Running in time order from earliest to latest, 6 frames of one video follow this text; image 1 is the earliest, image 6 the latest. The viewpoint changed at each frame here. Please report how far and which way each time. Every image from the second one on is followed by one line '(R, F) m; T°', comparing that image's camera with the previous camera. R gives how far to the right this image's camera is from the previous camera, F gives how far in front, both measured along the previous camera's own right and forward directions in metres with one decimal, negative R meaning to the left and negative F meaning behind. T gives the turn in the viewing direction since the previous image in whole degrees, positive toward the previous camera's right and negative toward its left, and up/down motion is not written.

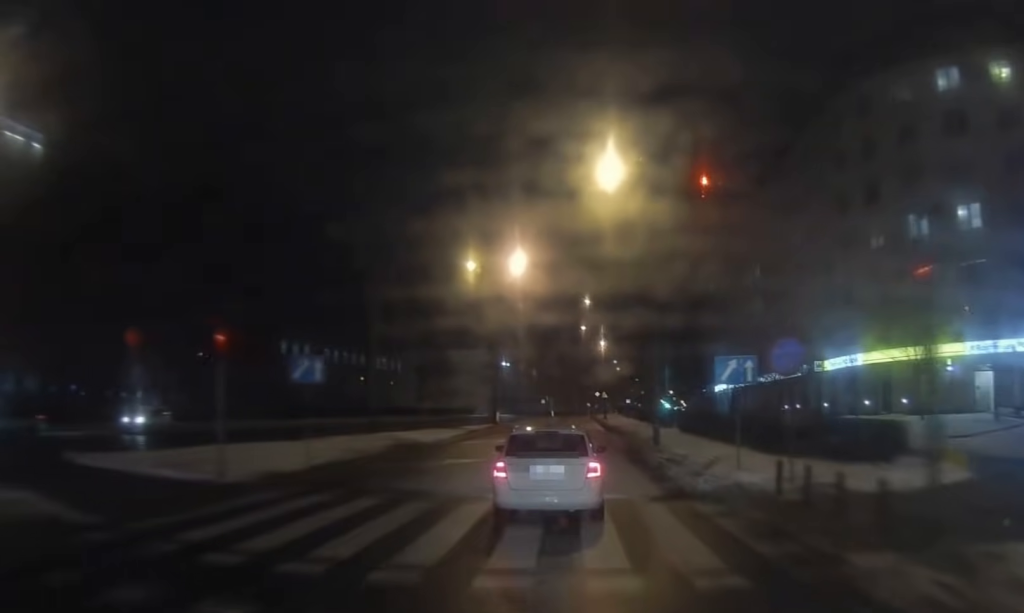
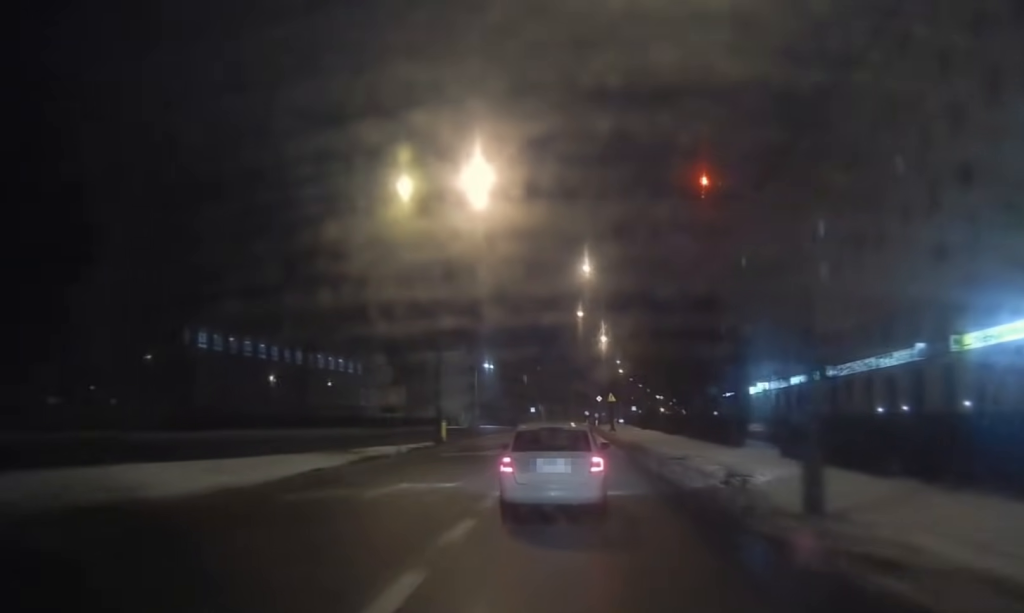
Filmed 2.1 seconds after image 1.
(+0.2, +22.6) m; +1°
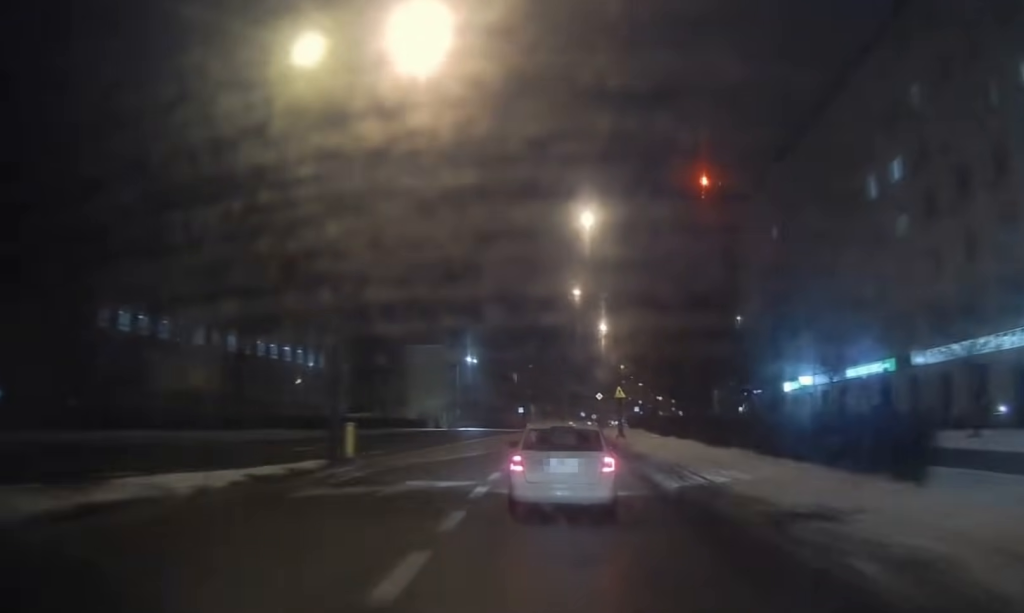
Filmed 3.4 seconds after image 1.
(+0.2, +14.5) m; +2°
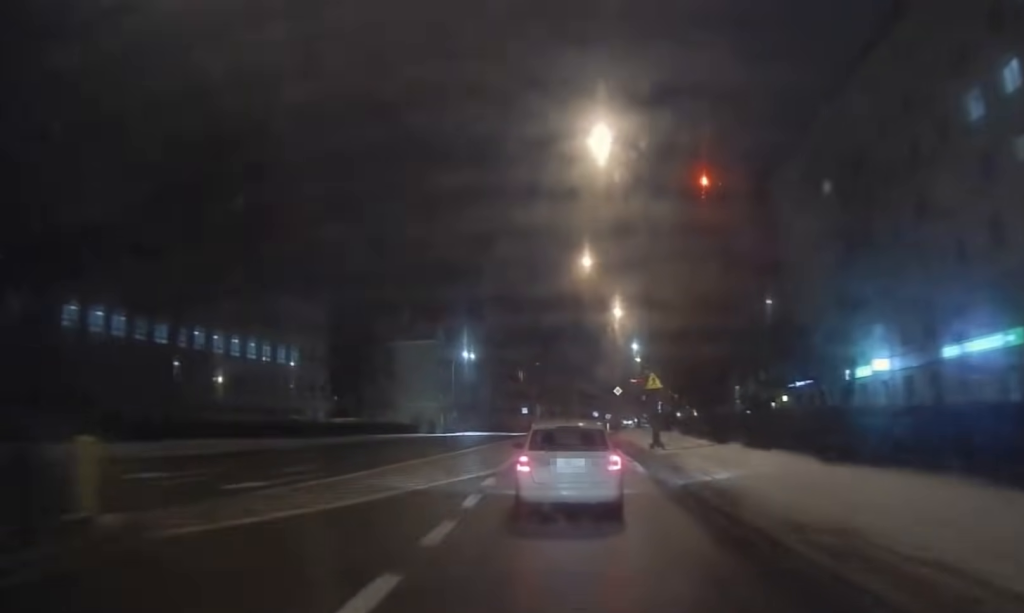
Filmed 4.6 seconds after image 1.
(+0.1, +12.0) m; 0°
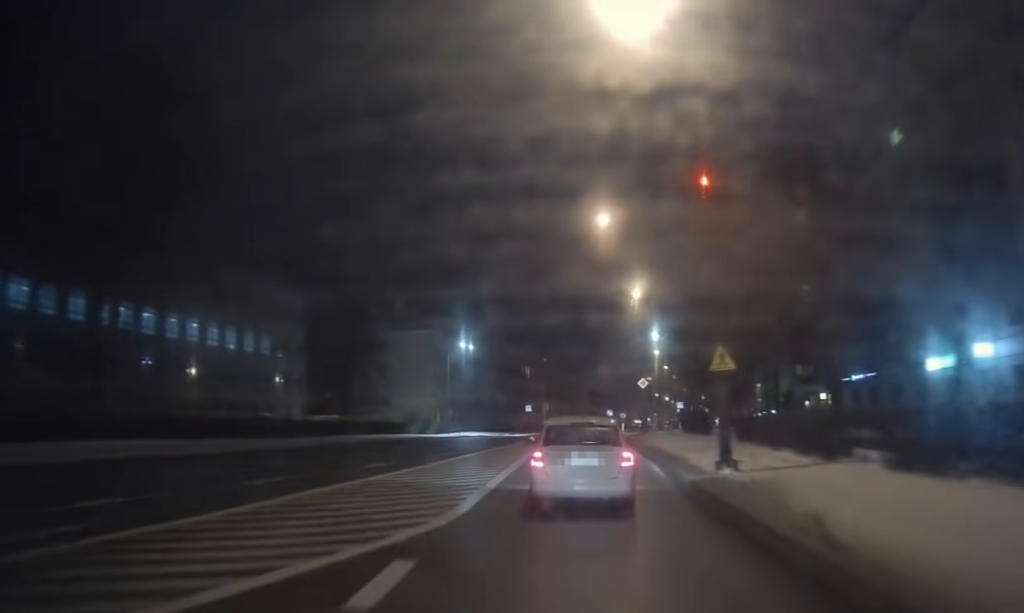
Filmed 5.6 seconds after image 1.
(-0.1, +9.7) m; -1°
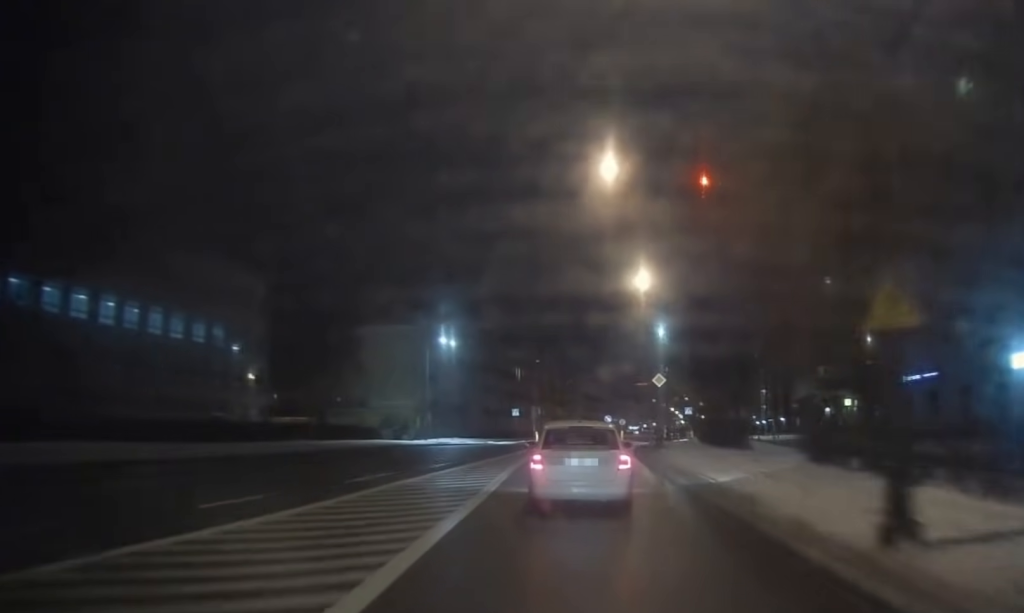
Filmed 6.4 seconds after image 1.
(-0.1, +8.3) m; 0°
